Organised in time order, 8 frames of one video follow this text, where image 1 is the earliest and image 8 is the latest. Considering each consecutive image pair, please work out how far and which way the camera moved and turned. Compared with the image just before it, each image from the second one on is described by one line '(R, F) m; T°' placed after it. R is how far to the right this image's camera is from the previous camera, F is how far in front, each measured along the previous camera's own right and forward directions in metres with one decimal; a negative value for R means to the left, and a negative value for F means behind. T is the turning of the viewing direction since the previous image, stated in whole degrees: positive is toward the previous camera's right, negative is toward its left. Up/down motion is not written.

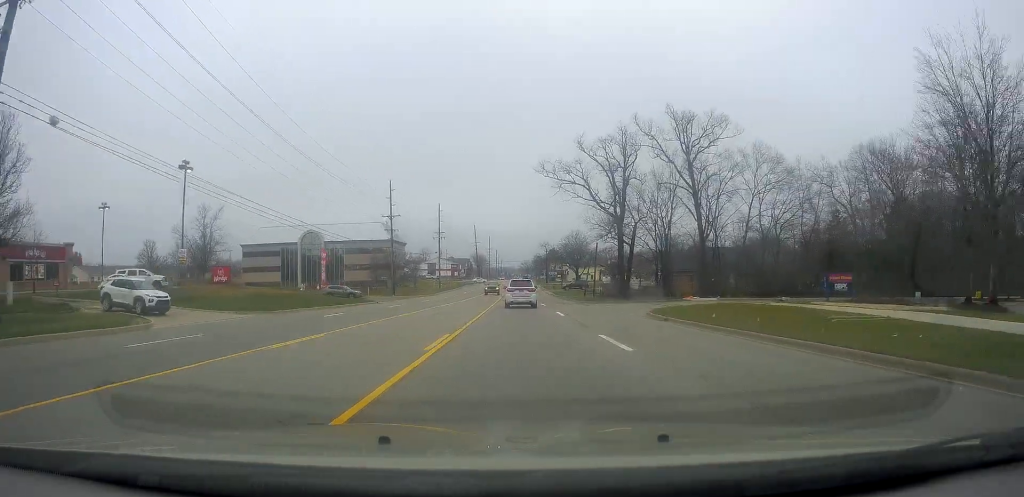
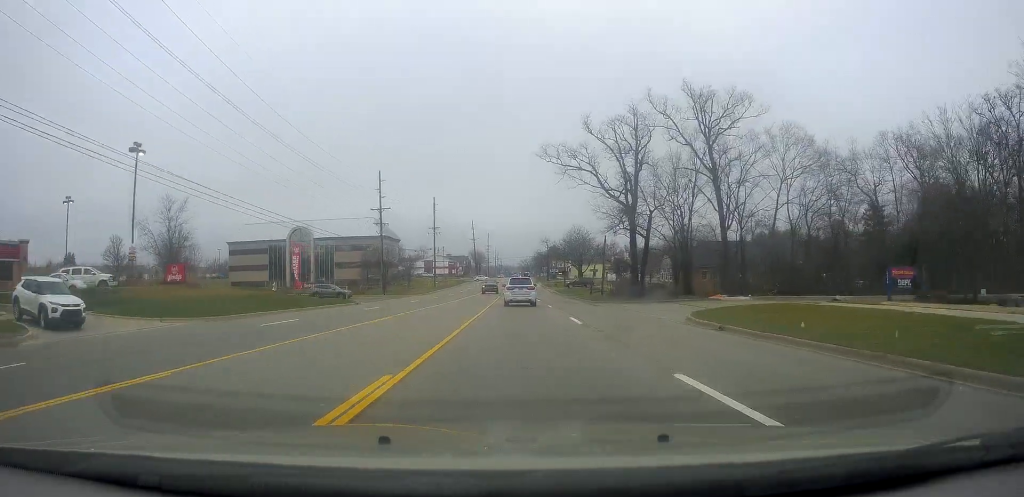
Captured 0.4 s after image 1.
(-0.2, +7.3) m; 0°
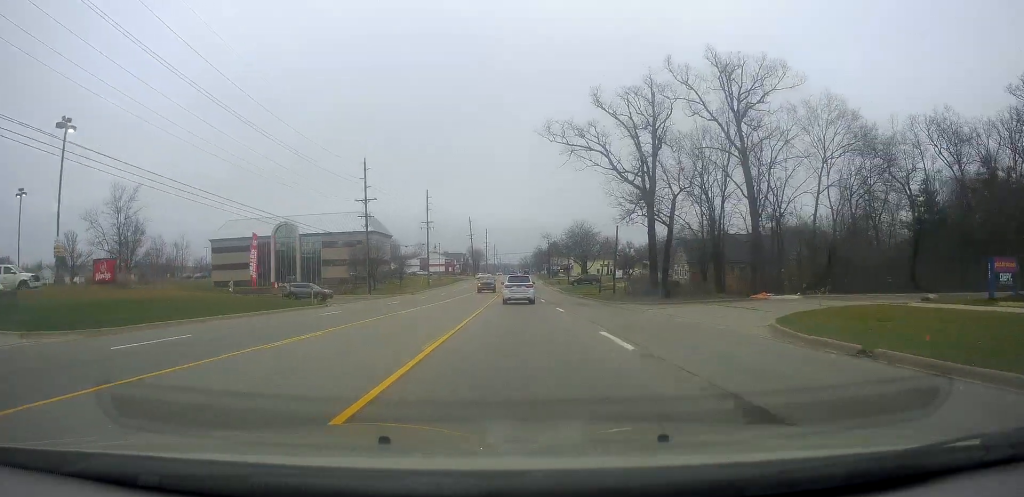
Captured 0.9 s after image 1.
(-0.4, +8.6) m; 0°
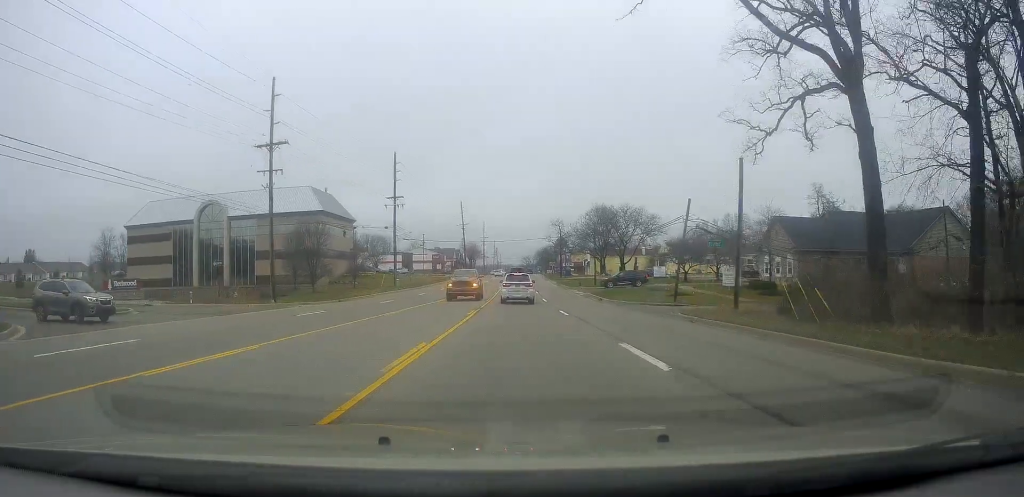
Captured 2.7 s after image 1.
(+0.6, +32.9) m; +1°
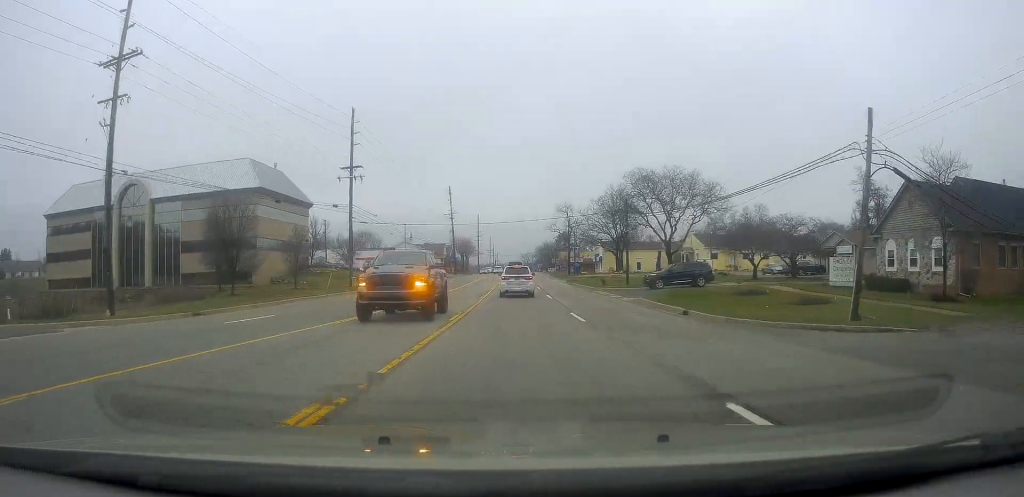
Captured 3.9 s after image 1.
(+0.2, +22.0) m; -1°
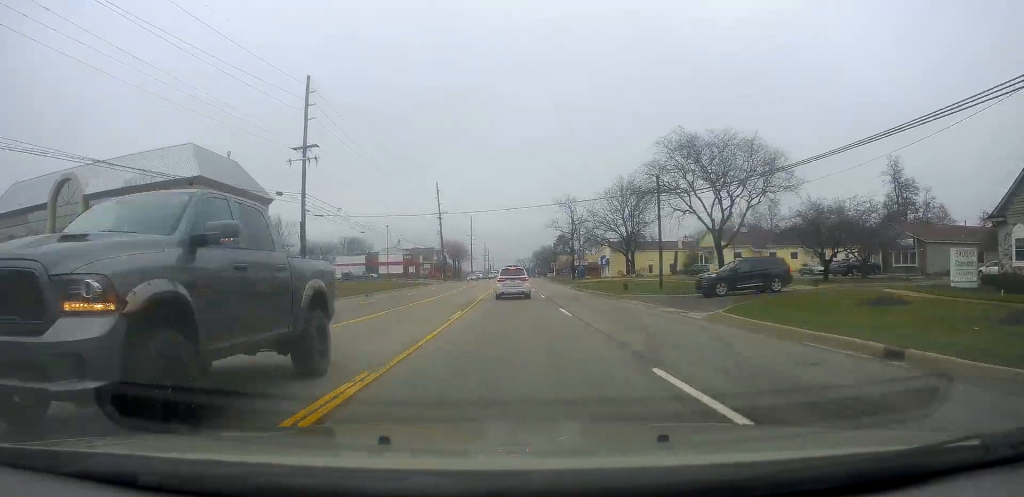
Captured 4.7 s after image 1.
(-0.4, +13.4) m; 0°
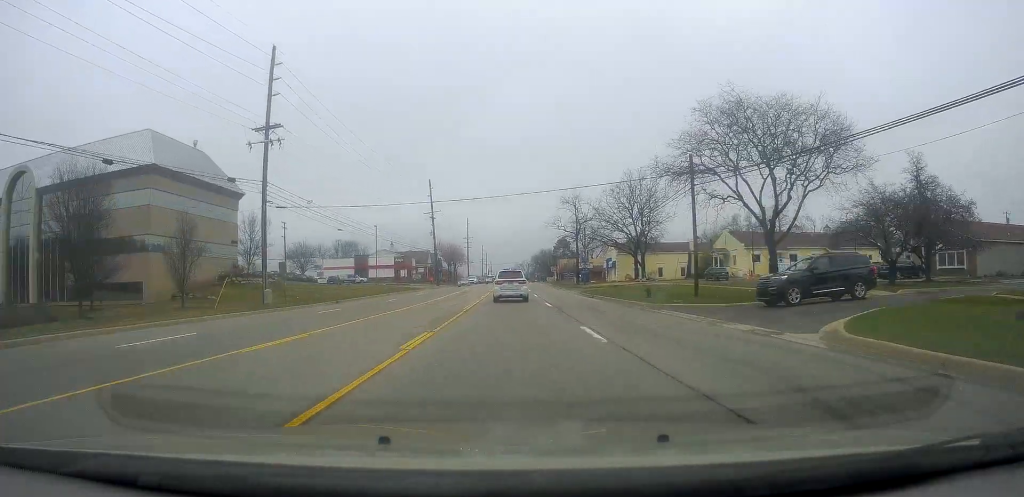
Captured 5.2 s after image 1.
(-0.2, +8.1) m; 0°
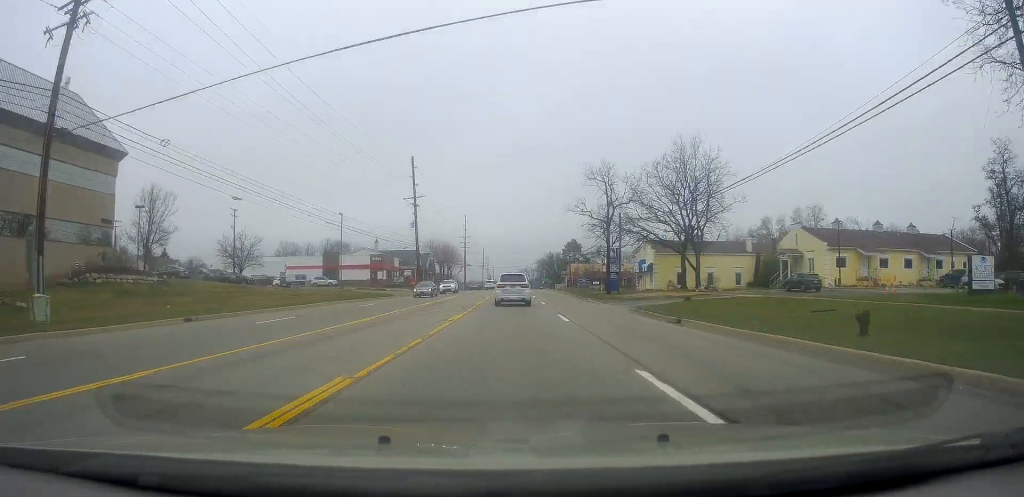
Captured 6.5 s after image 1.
(+0.3, +22.6) m; 0°
